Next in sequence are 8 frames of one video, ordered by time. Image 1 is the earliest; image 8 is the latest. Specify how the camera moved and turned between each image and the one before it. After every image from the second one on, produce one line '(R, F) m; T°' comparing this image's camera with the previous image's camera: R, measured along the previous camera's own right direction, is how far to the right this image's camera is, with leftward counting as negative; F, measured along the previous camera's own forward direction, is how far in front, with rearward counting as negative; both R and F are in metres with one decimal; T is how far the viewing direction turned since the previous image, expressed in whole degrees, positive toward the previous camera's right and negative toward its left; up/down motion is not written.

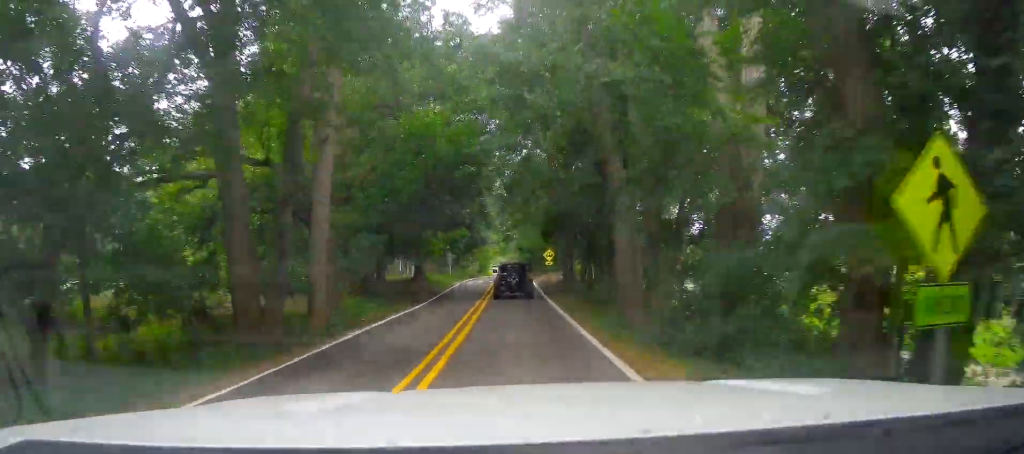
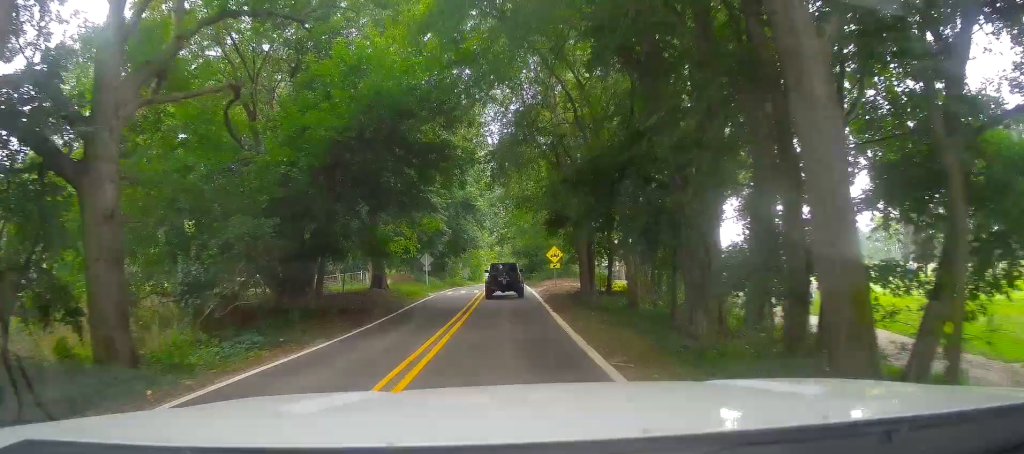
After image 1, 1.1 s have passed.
(-0.2, +13.1) m; 0°
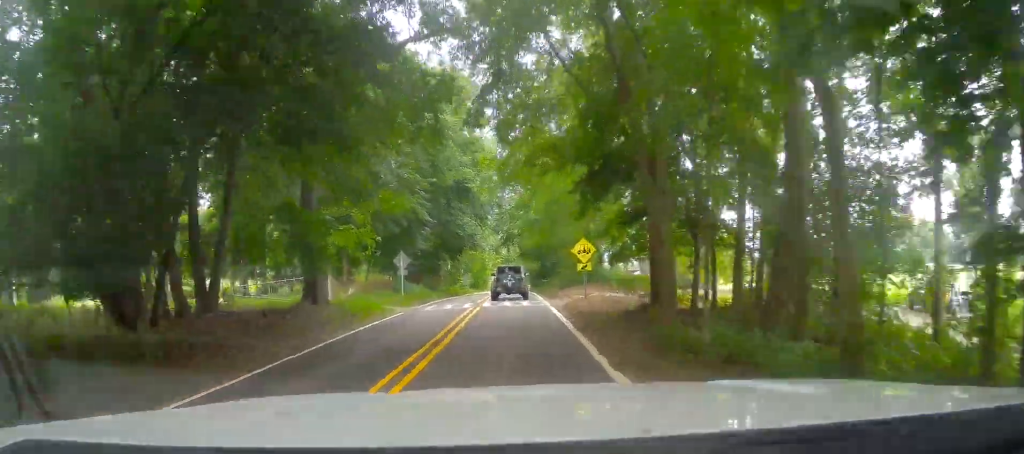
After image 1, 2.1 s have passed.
(+0.3, +12.9) m; +2°
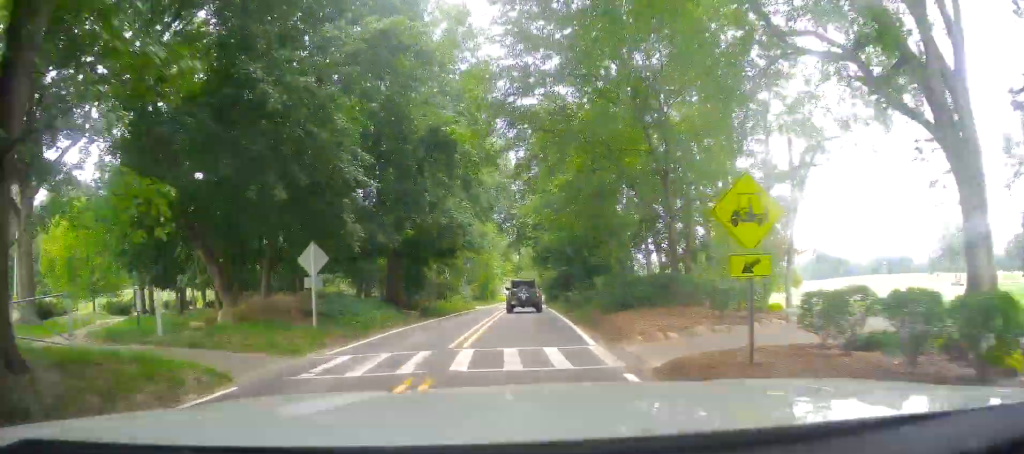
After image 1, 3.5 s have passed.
(-0.2, +16.6) m; -2°
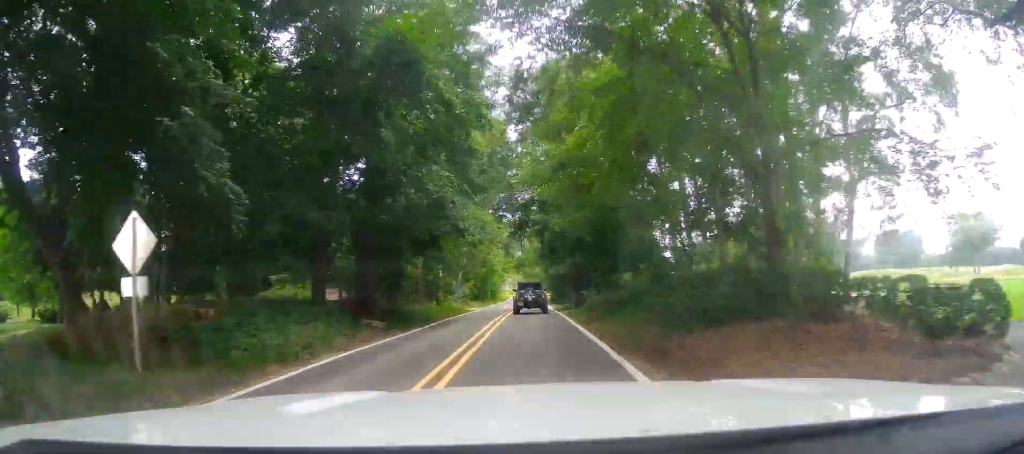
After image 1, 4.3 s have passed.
(-0.4, +9.0) m; 0°
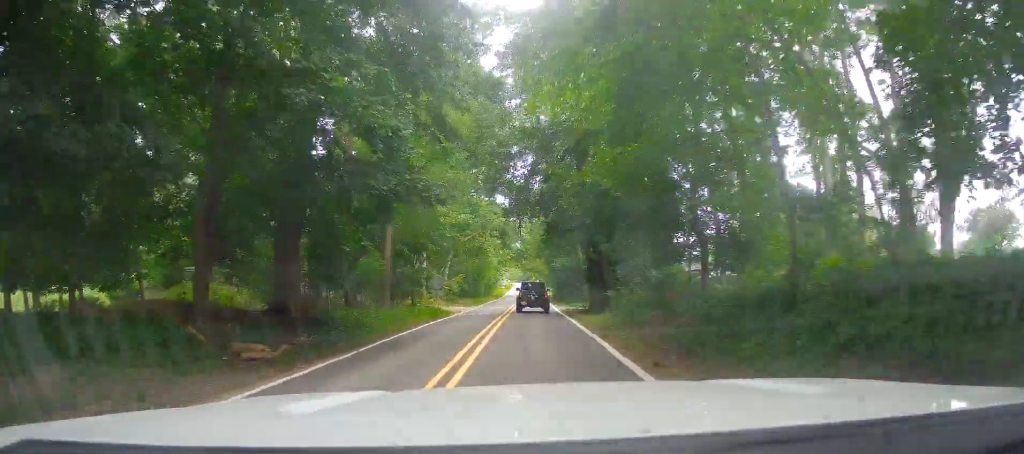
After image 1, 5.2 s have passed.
(+0.5, +10.7) m; 0°
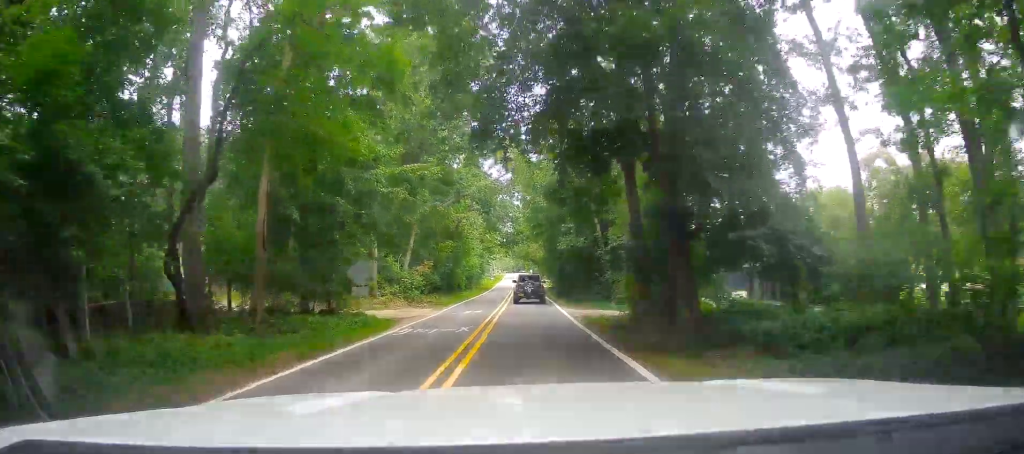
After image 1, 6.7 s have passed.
(-0.7, +16.7) m; -1°
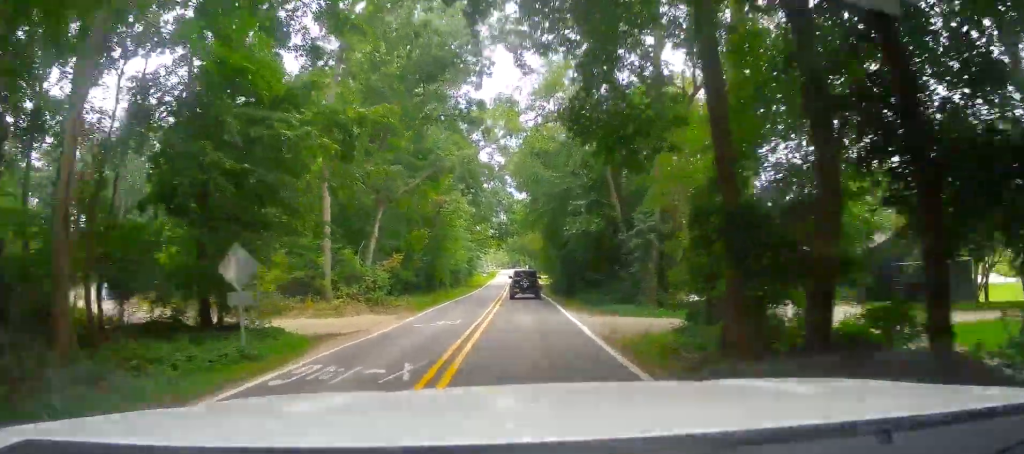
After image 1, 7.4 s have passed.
(+0.1, +9.2) m; +2°
